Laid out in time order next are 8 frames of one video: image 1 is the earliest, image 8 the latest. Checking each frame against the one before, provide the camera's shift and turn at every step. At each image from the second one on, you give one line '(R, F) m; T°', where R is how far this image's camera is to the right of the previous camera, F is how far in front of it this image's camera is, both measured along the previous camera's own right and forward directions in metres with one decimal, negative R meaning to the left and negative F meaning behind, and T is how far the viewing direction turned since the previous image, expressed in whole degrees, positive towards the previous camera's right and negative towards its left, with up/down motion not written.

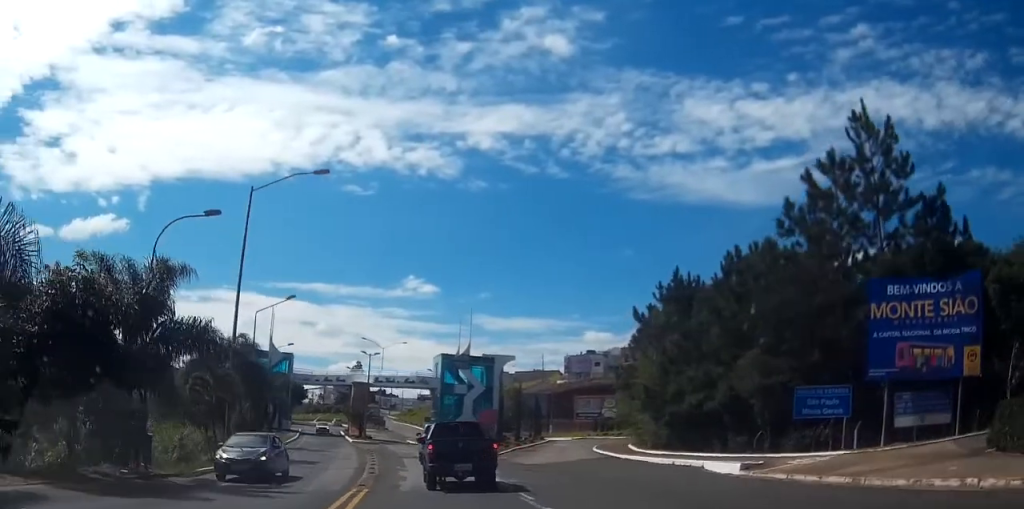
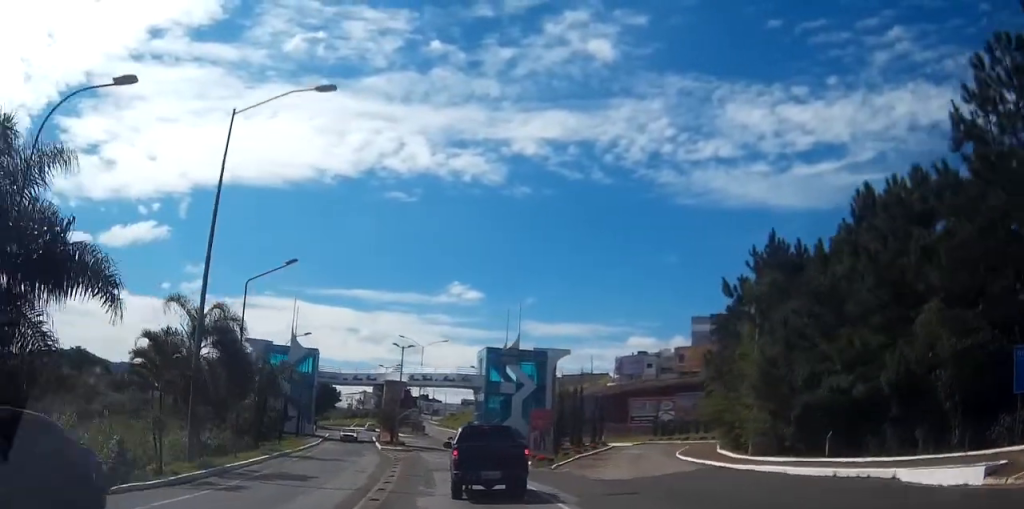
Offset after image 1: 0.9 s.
(-0.3, +9.7) m; -3°
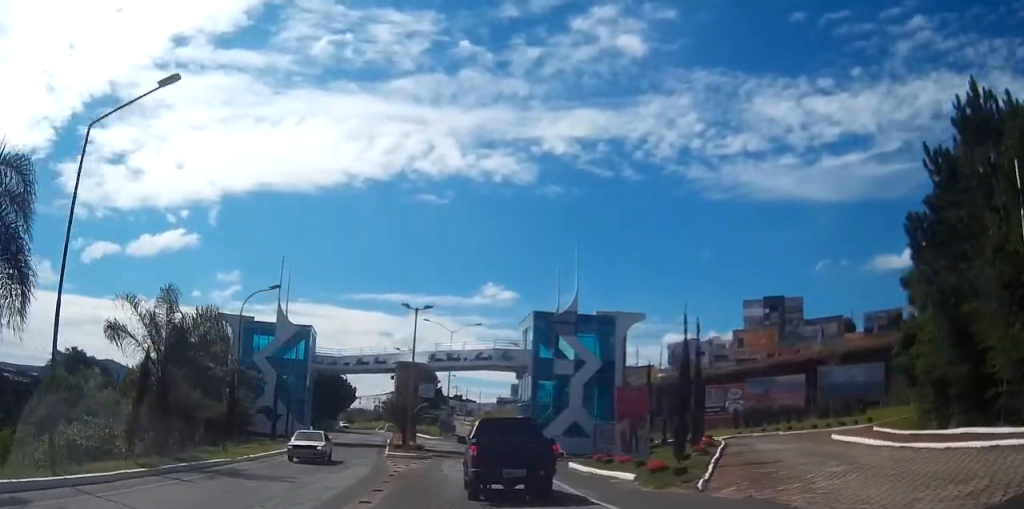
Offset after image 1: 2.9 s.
(-0.6, +17.5) m; -3°
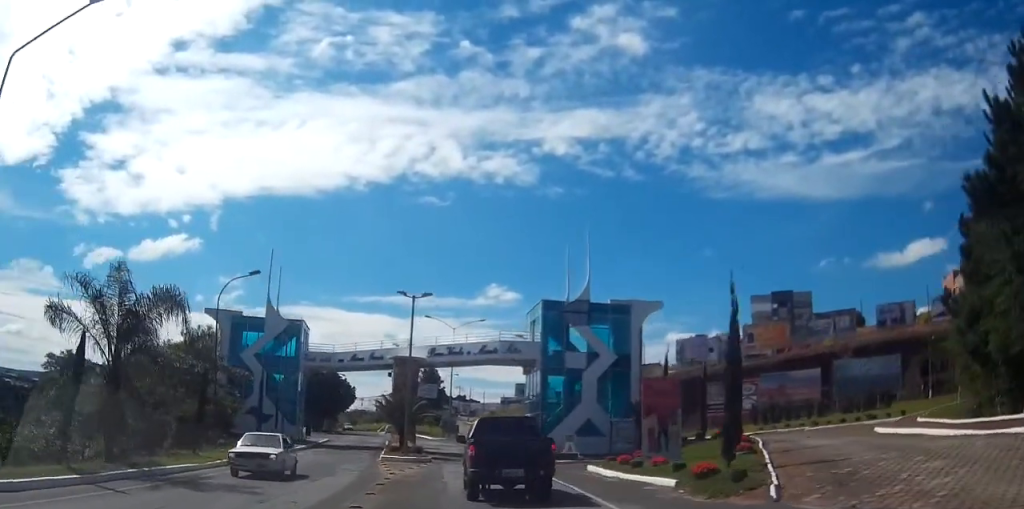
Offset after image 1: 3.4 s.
(0.0, +3.9) m; 0°
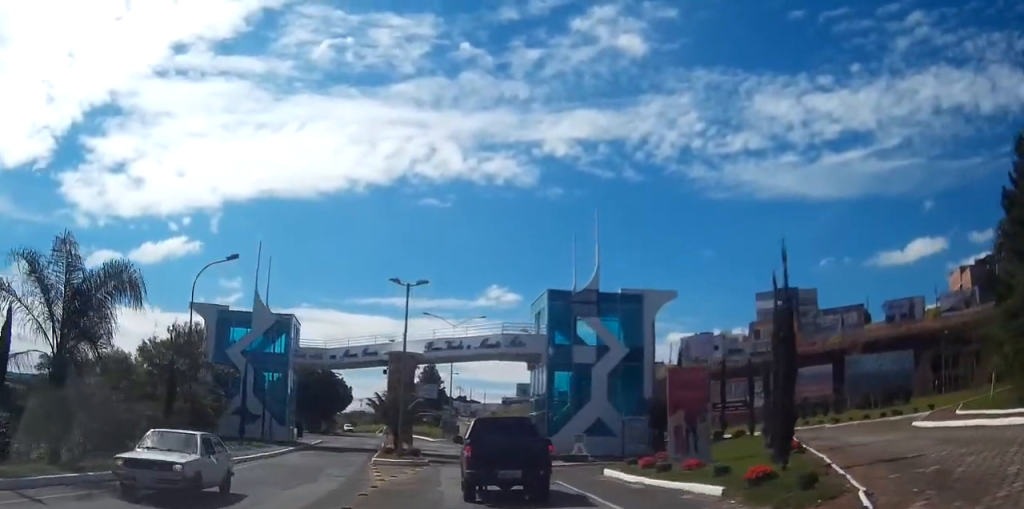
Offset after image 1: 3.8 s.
(0.0, +3.3) m; 0°
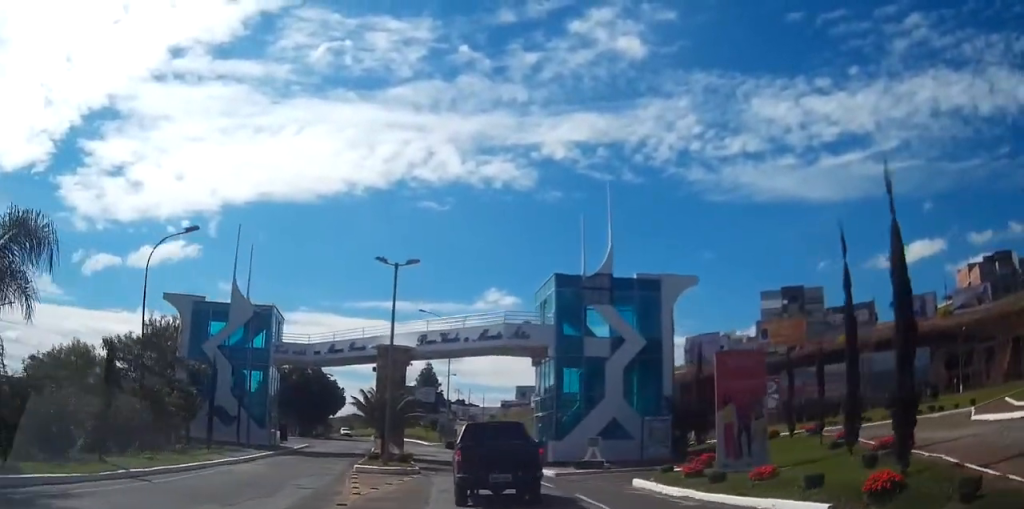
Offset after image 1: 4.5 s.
(0.0, +4.5) m; -1°
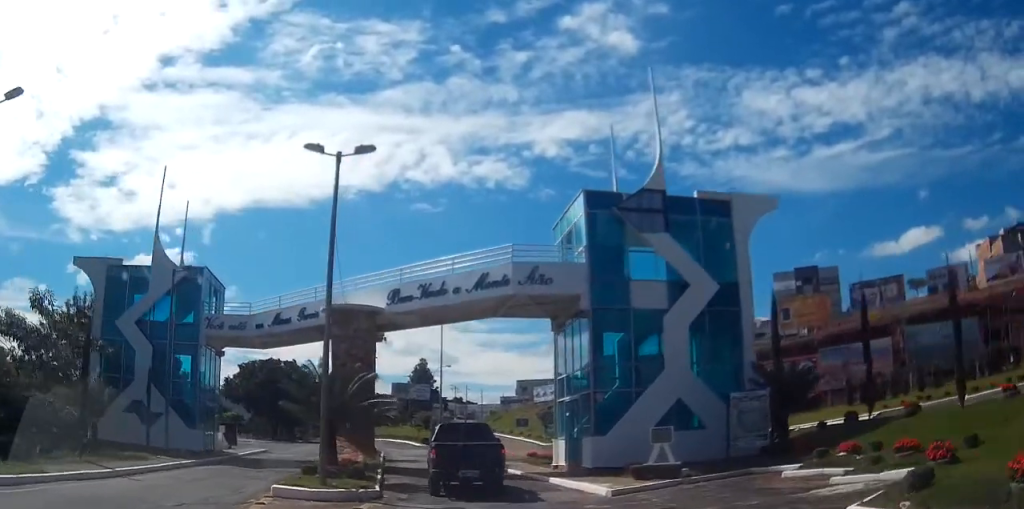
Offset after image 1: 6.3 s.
(-0.2, +11.5) m; -1°
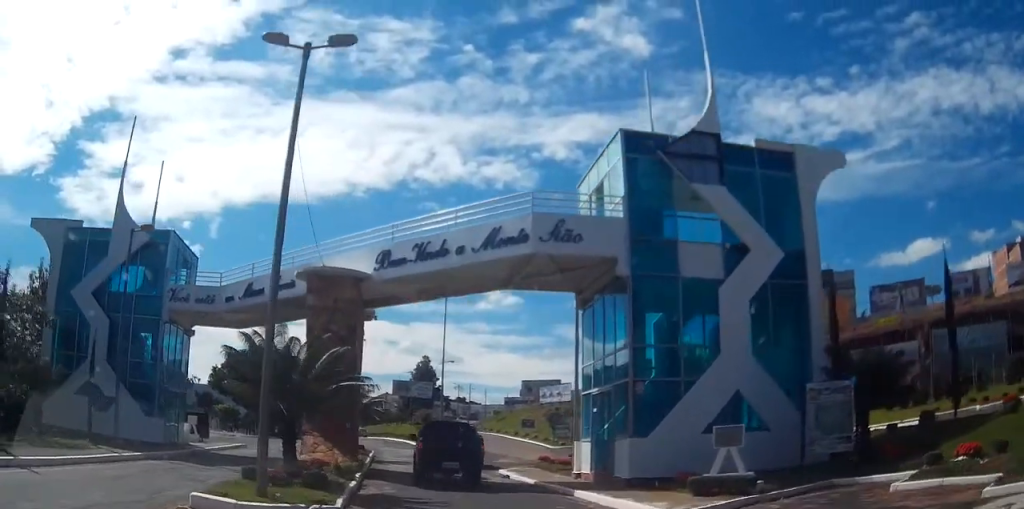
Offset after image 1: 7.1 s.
(+0.1, +5.0) m; 0°
